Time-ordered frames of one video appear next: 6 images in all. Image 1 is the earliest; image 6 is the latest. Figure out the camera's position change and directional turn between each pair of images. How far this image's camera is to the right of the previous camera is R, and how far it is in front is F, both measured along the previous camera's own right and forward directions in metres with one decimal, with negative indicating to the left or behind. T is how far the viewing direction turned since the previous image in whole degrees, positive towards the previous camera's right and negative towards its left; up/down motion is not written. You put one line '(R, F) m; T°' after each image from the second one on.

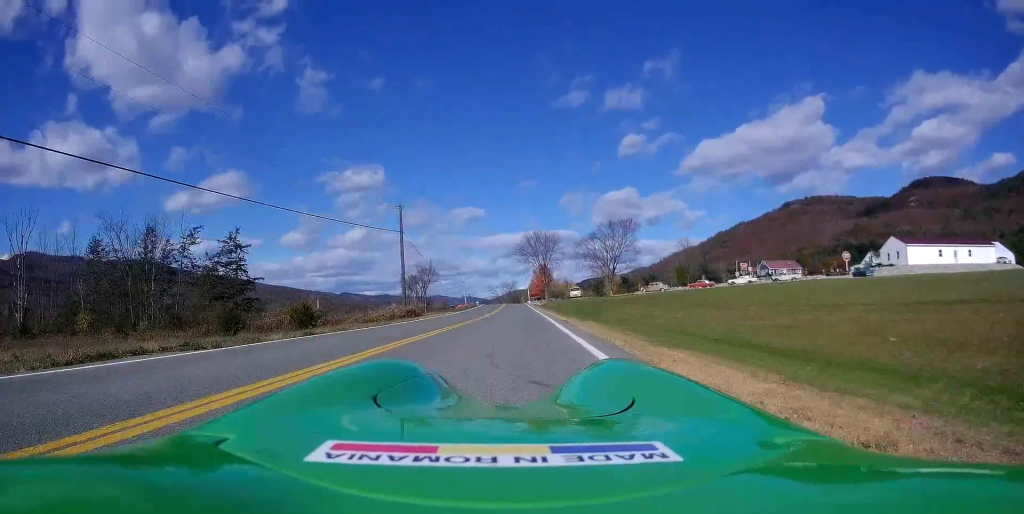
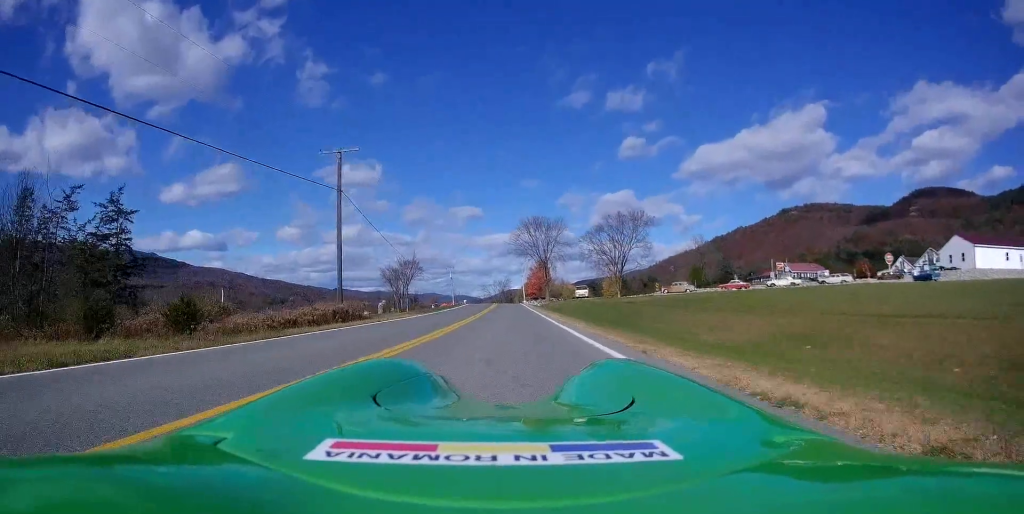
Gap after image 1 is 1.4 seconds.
(0.0, +17.7) m; +2°
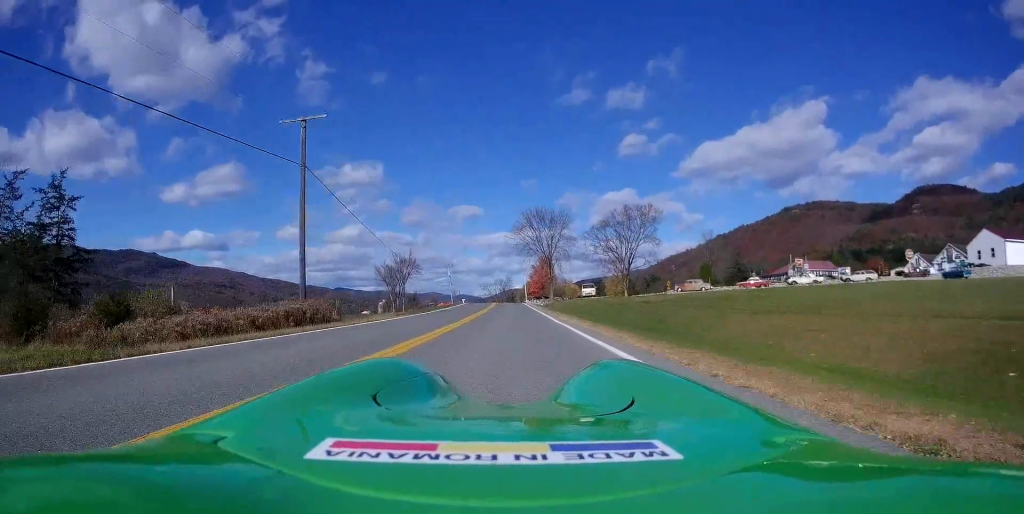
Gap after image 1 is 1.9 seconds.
(+0.1, +6.0) m; +1°
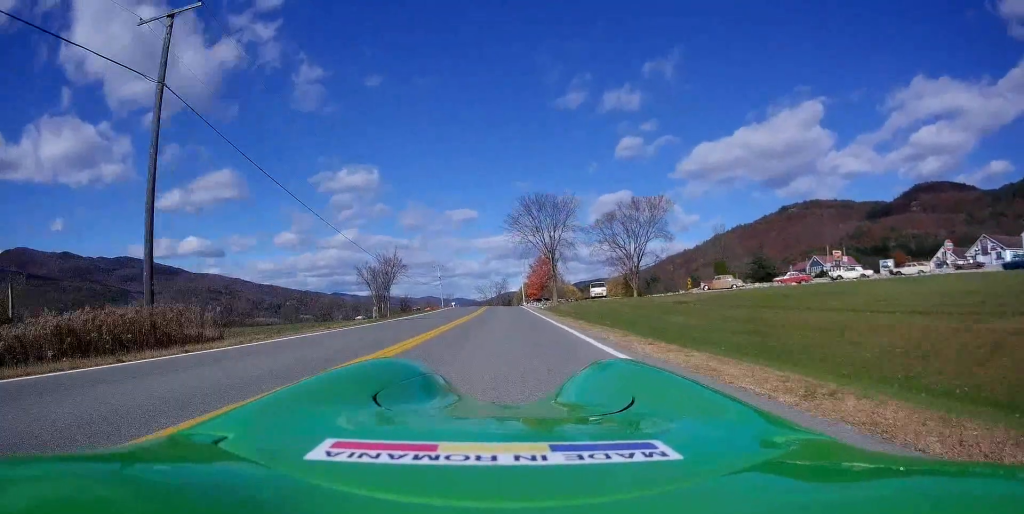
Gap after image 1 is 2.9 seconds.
(+0.2, +11.7) m; 0°
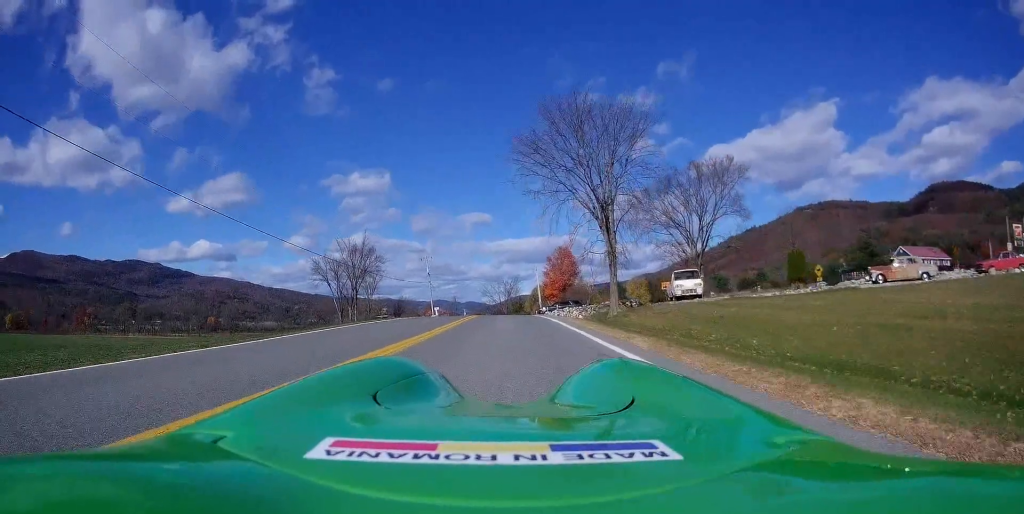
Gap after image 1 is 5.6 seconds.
(-0.7, +27.7) m; -3°
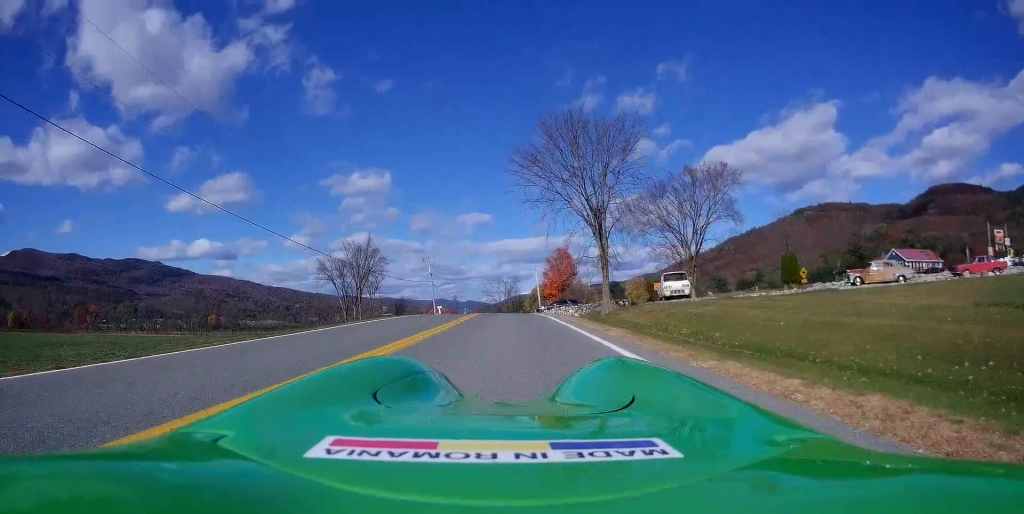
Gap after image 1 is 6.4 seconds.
(-0.1, +7.1) m; -1°
